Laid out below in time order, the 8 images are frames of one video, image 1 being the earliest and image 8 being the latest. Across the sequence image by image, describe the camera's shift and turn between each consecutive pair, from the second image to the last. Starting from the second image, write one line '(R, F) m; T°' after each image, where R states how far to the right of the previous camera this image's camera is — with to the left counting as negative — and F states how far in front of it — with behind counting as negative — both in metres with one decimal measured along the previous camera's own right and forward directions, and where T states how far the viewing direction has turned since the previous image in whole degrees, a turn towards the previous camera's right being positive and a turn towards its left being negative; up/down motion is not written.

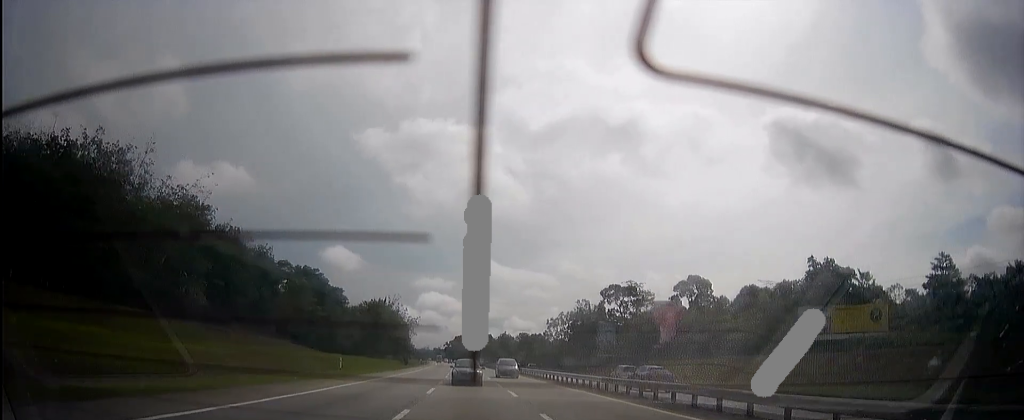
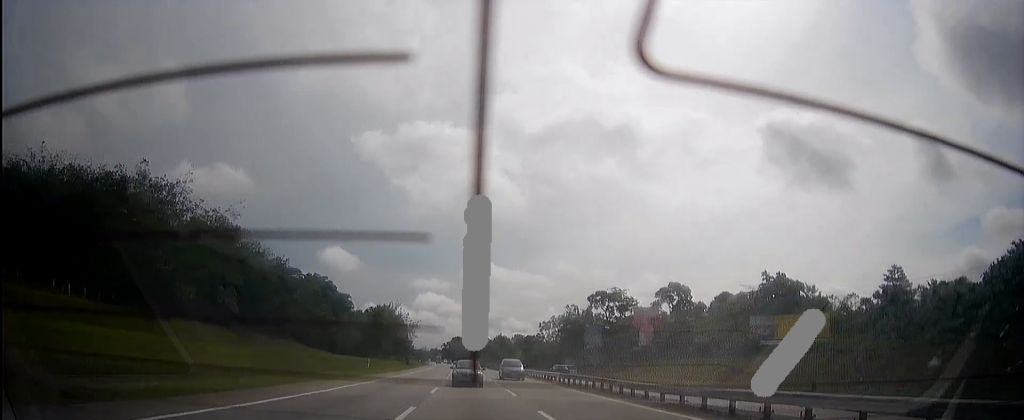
(-0.1, +13.3) m; 0°
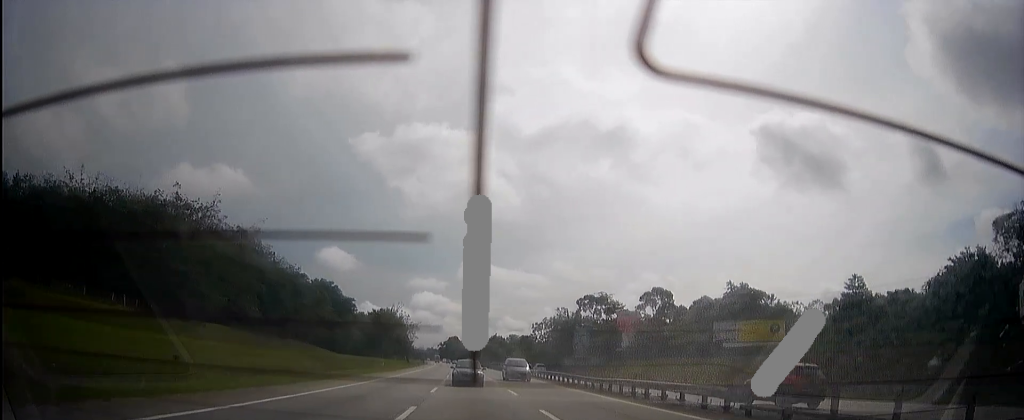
(0.0, +12.2) m; 0°
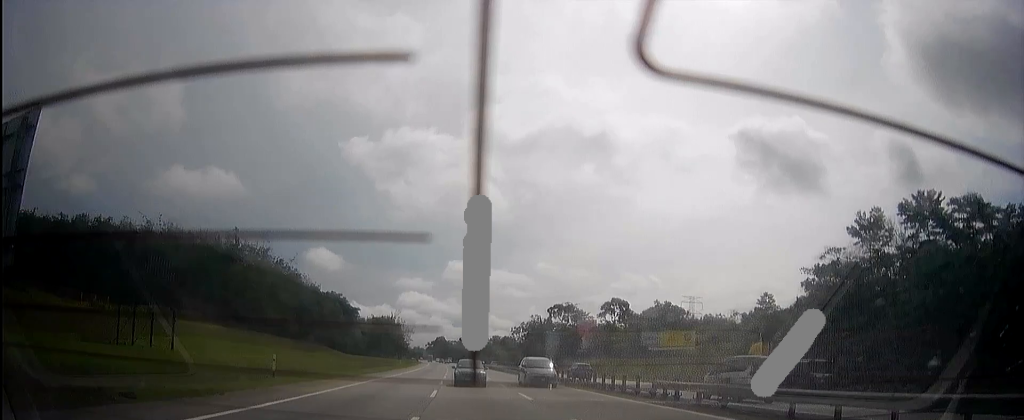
(-0.2, +32.1) m; -1°
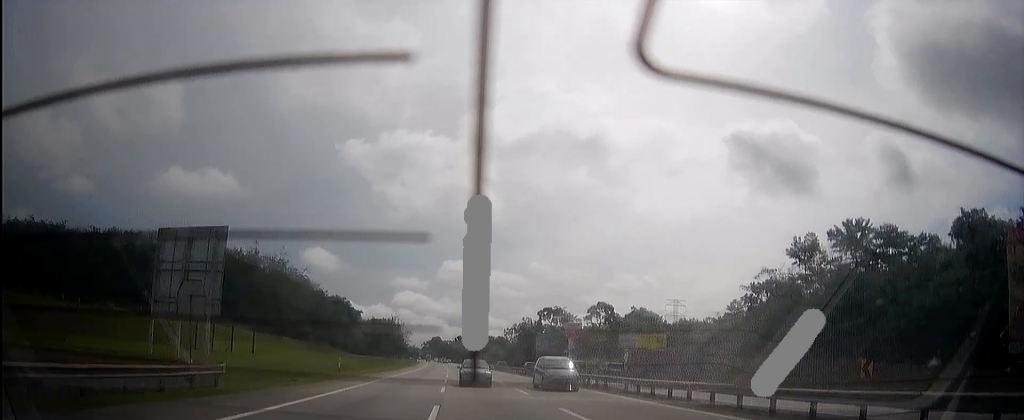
(-0.2, +17.7) m; -1°
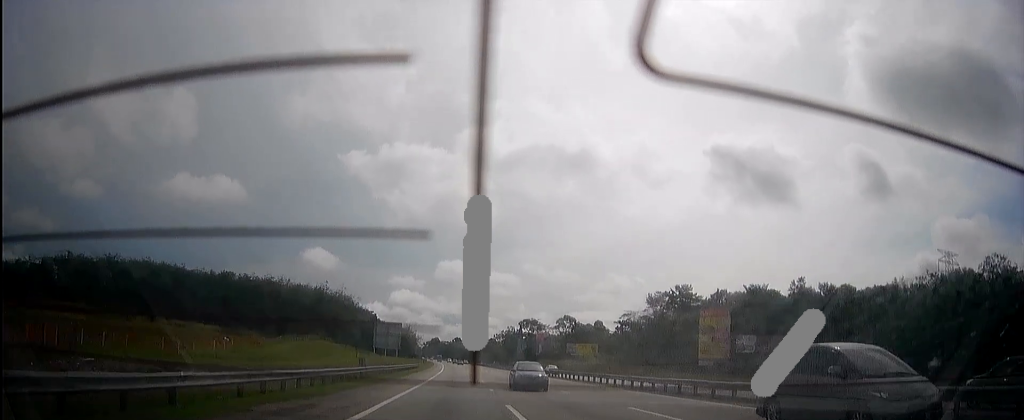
(-1.0, +73.0) m; -1°
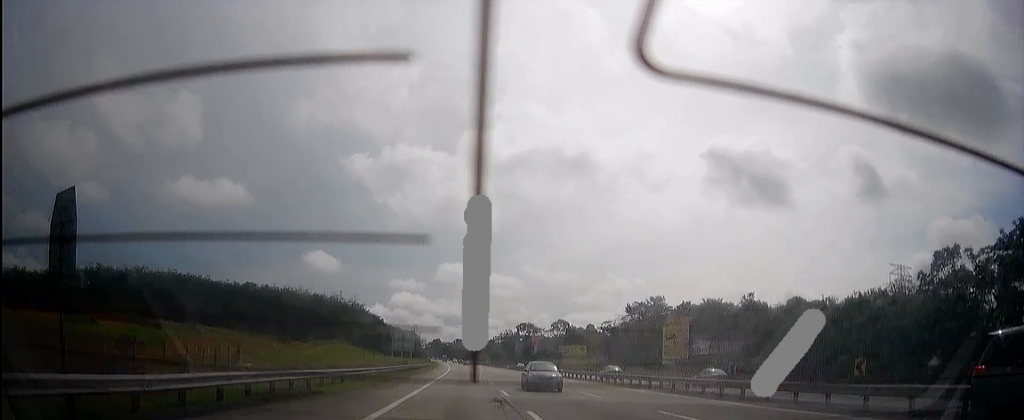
(0.0, +21.0) m; 0°
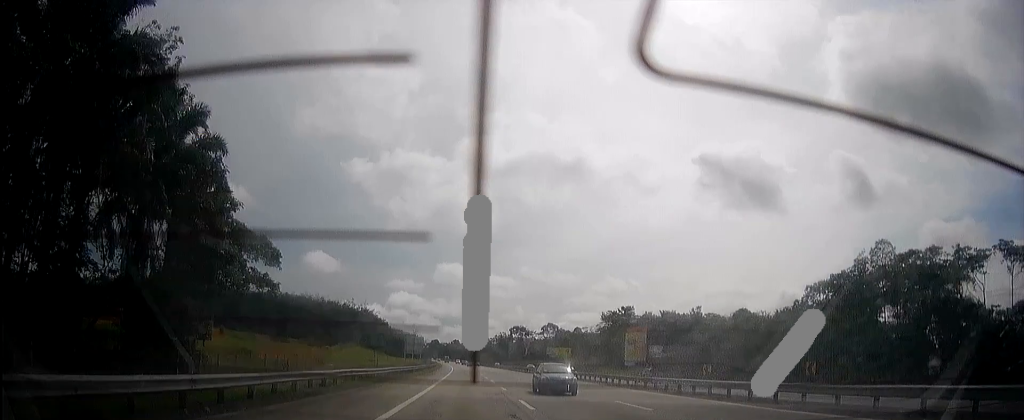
(+0.1, +29.8) m; 0°
